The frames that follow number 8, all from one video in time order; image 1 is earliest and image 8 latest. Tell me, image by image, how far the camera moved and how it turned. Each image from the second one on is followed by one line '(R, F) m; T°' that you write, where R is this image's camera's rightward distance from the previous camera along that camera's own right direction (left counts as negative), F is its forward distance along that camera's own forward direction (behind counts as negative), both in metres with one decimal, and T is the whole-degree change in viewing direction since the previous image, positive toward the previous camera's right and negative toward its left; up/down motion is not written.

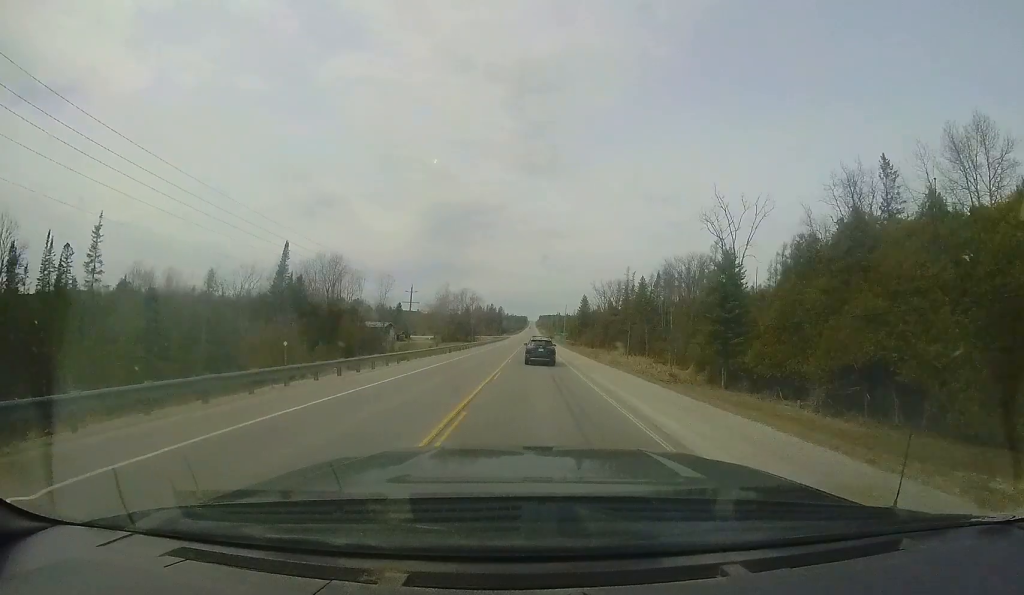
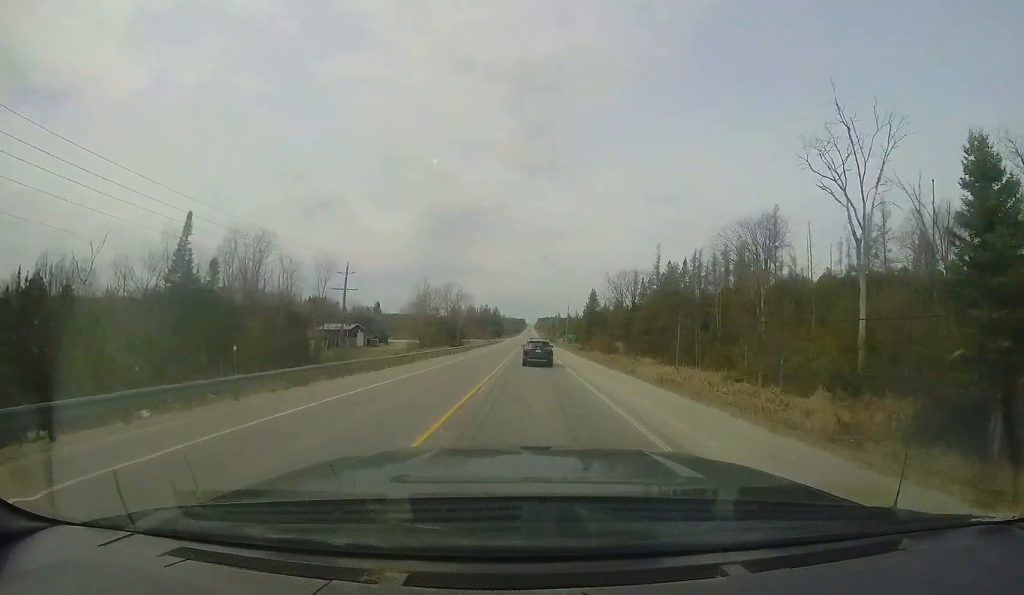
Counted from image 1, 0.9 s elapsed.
(-0.1, +21.1) m; 0°
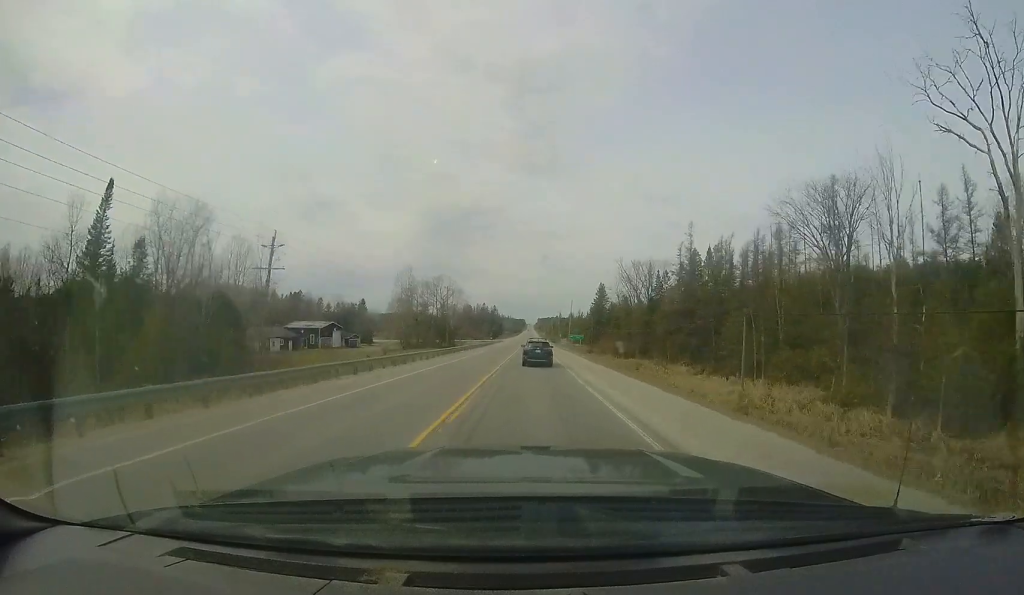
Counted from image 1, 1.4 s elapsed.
(0.0, +12.4) m; +1°
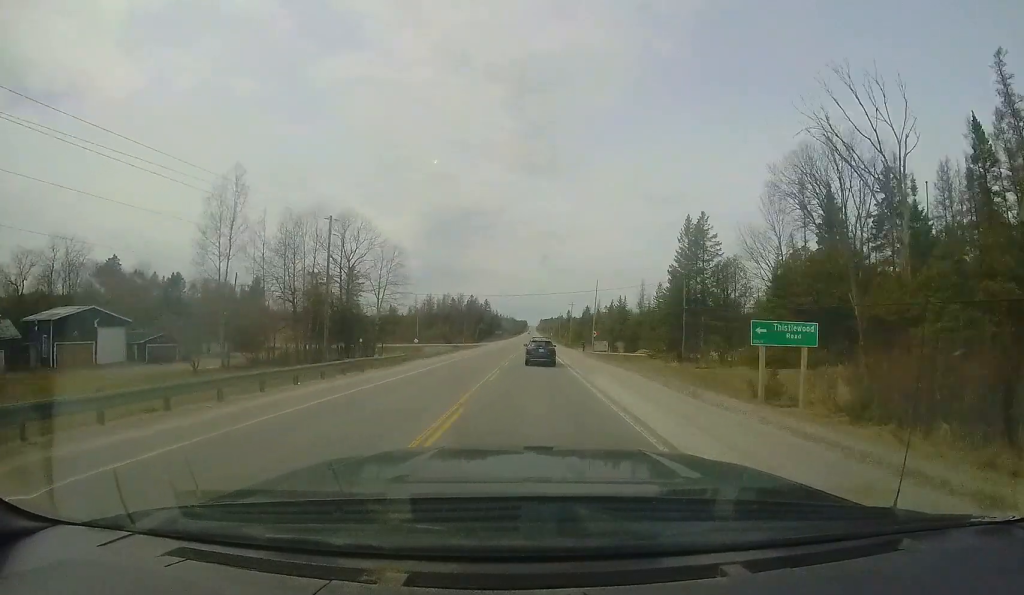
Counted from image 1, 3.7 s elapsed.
(-0.2, +54.6) m; -1°
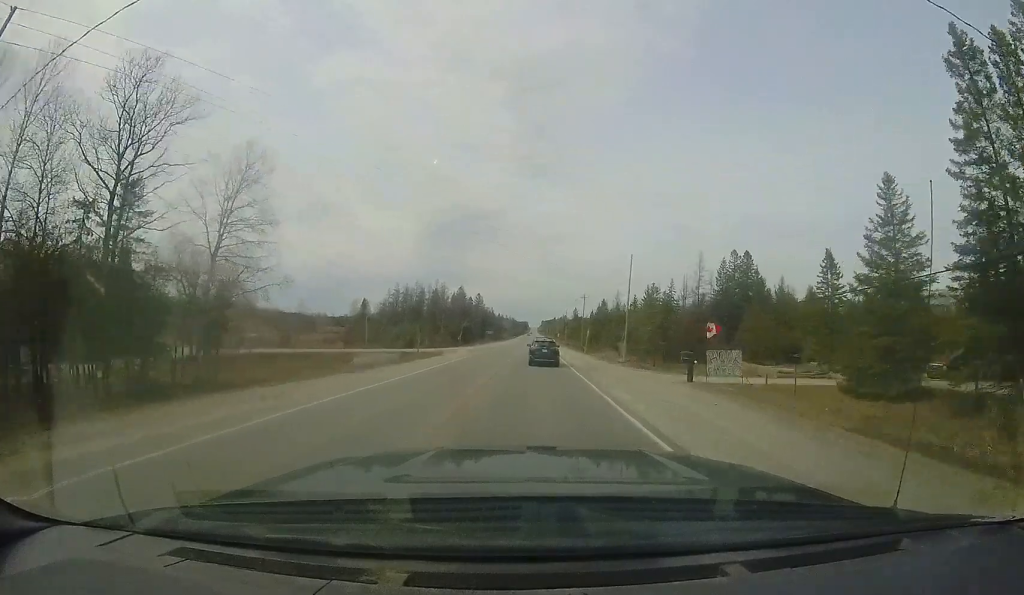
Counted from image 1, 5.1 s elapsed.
(+0.2, +32.7) m; 0°
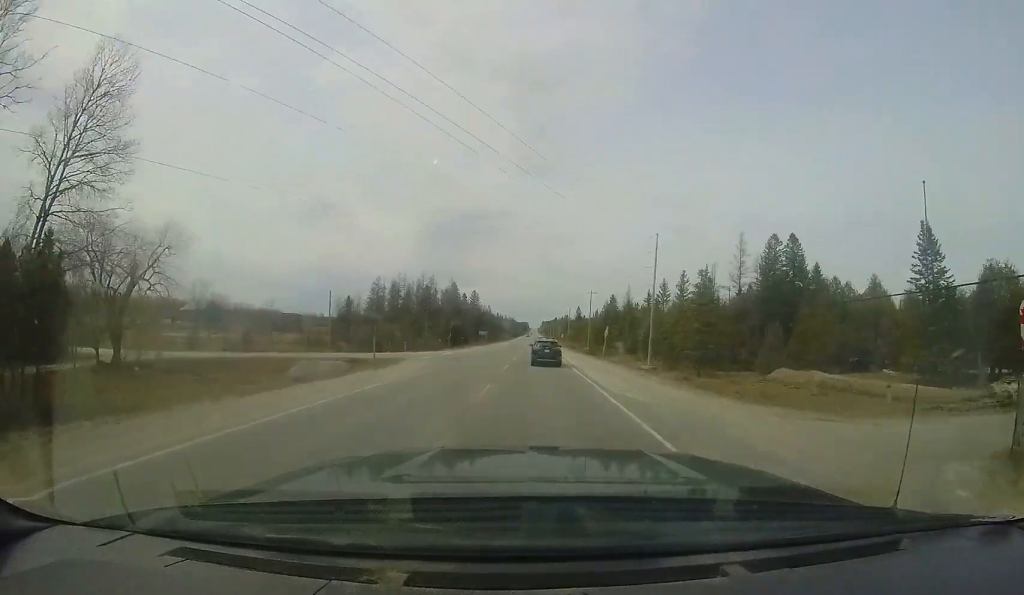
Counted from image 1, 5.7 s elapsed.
(0.0, +13.5) m; 0°
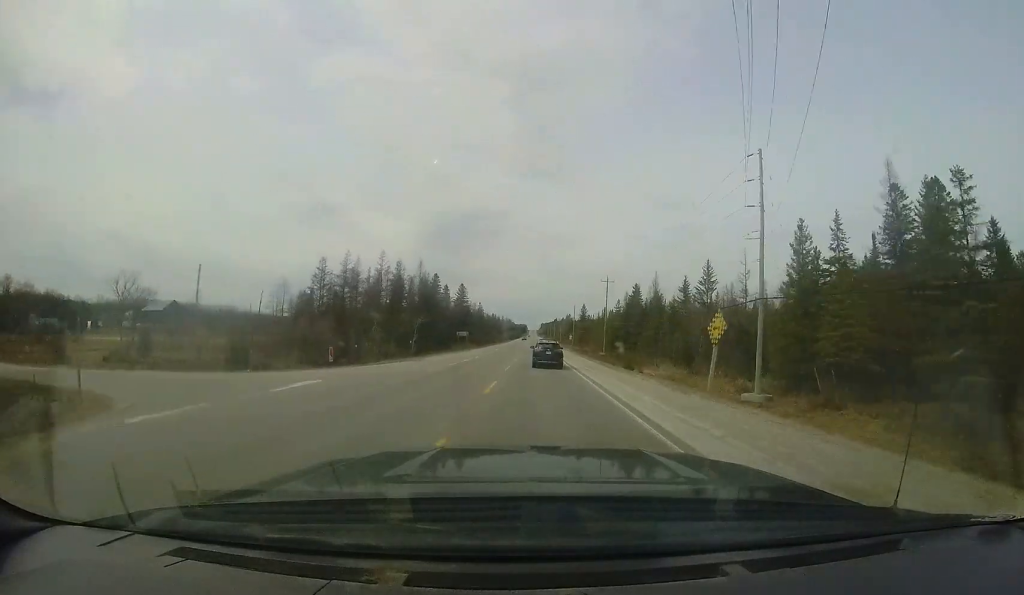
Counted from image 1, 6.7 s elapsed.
(-0.2, +25.4) m; 0°
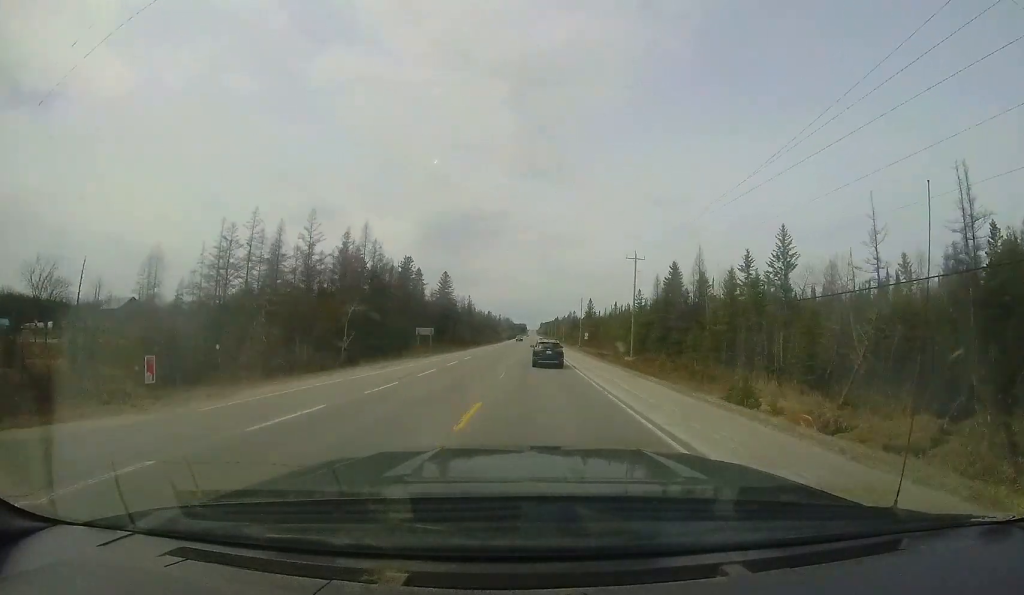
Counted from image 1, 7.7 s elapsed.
(+0.1, +22.9) m; +1°
